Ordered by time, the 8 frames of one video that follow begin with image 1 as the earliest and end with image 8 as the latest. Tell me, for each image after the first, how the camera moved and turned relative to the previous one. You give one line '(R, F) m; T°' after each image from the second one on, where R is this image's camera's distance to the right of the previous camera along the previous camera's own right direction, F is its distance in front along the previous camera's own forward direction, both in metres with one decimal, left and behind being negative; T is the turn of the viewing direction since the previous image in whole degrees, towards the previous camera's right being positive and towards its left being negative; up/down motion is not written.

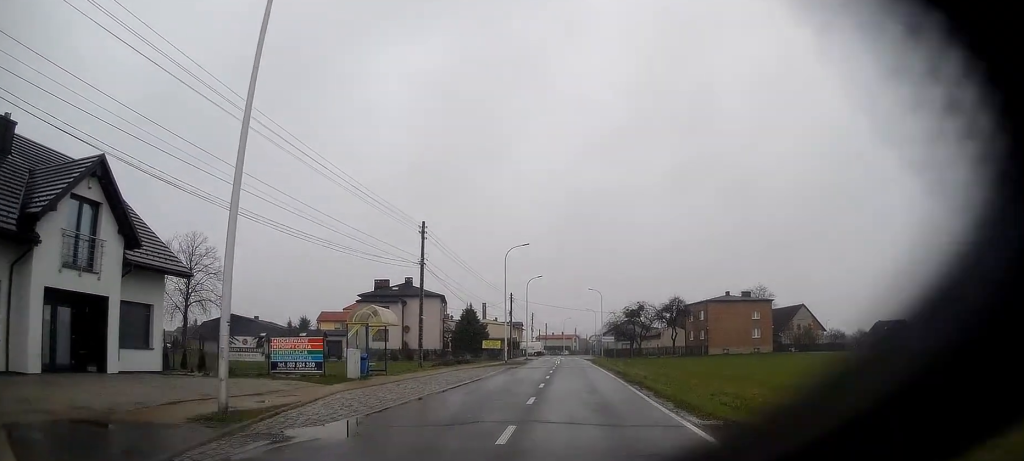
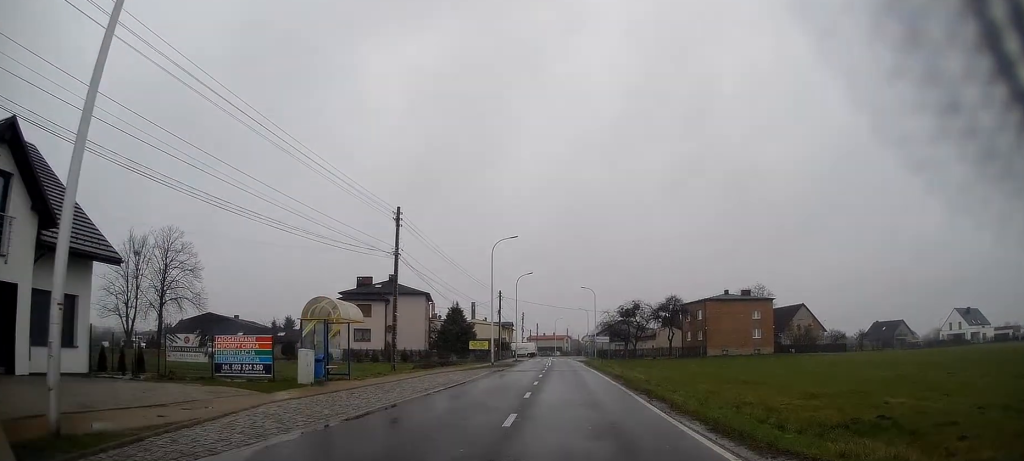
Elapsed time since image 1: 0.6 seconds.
(0.0, +4.1) m; +1°
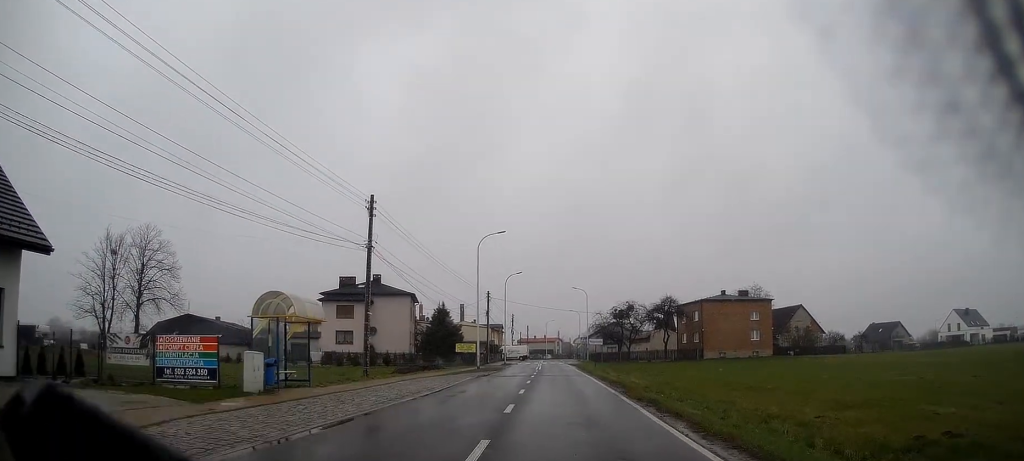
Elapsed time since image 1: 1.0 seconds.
(0.0, +3.2) m; +1°
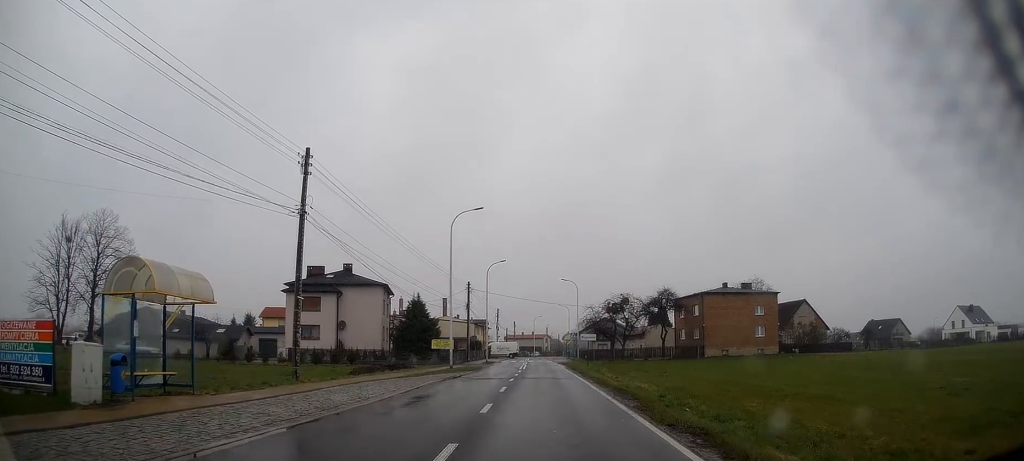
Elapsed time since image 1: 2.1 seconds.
(+0.1, +6.8) m; +1°
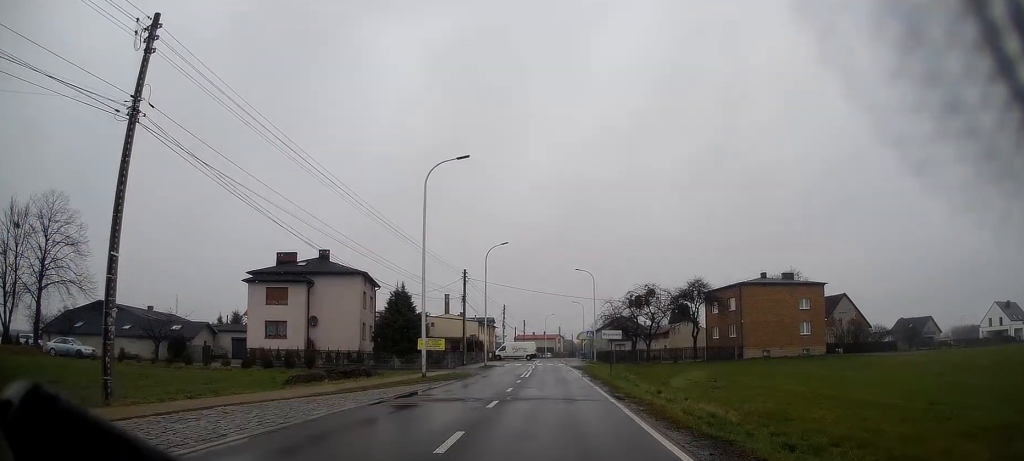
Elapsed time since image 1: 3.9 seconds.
(-0.2, +11.1) m; -3°
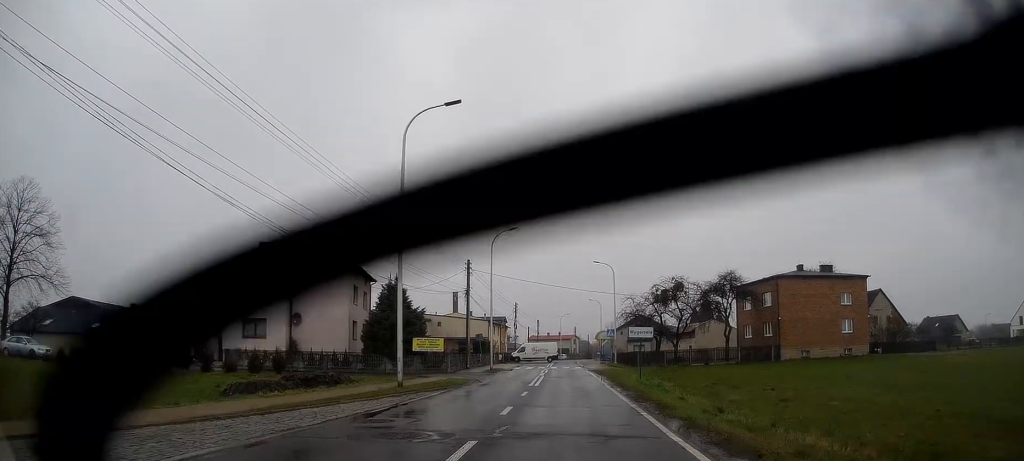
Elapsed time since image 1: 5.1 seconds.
(0.0, +6.9) m; -1°
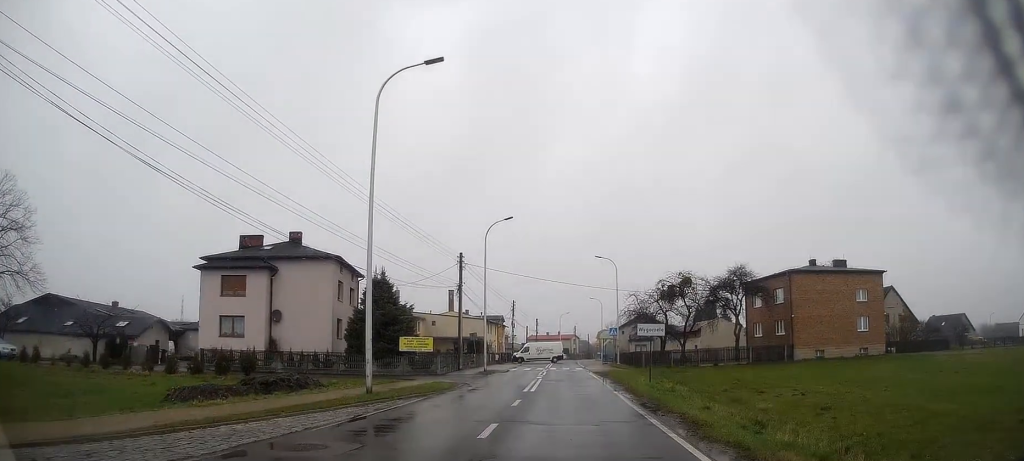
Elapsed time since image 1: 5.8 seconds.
(0.0, +3.6) m; 0°
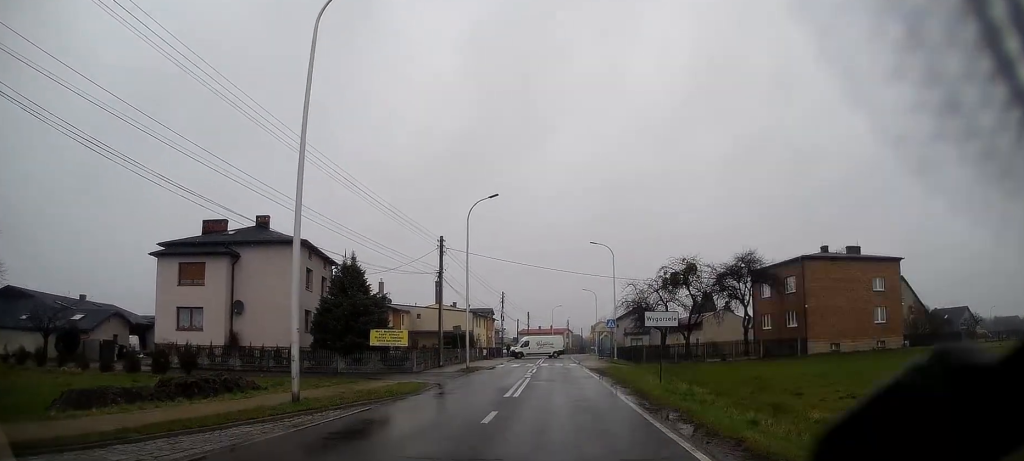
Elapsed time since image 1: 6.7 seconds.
(-0.1, +4.7) m; +1°
